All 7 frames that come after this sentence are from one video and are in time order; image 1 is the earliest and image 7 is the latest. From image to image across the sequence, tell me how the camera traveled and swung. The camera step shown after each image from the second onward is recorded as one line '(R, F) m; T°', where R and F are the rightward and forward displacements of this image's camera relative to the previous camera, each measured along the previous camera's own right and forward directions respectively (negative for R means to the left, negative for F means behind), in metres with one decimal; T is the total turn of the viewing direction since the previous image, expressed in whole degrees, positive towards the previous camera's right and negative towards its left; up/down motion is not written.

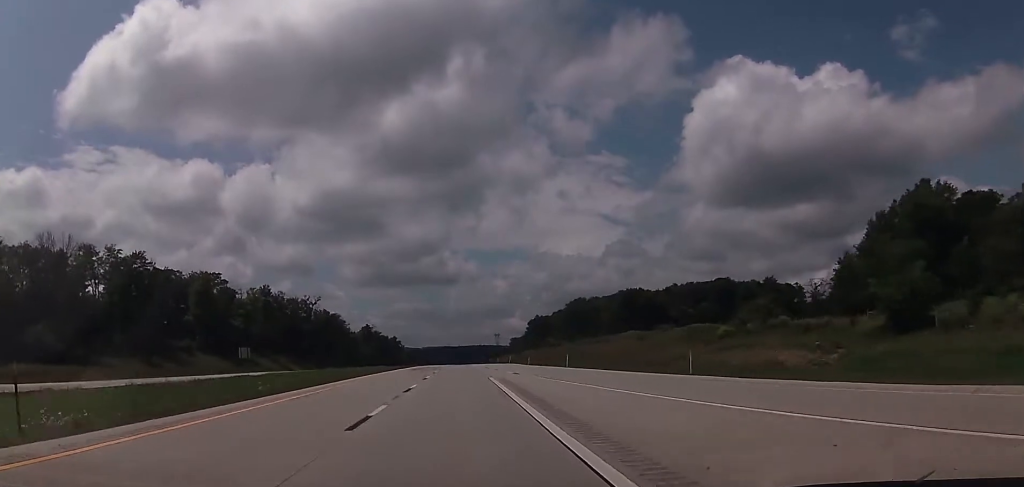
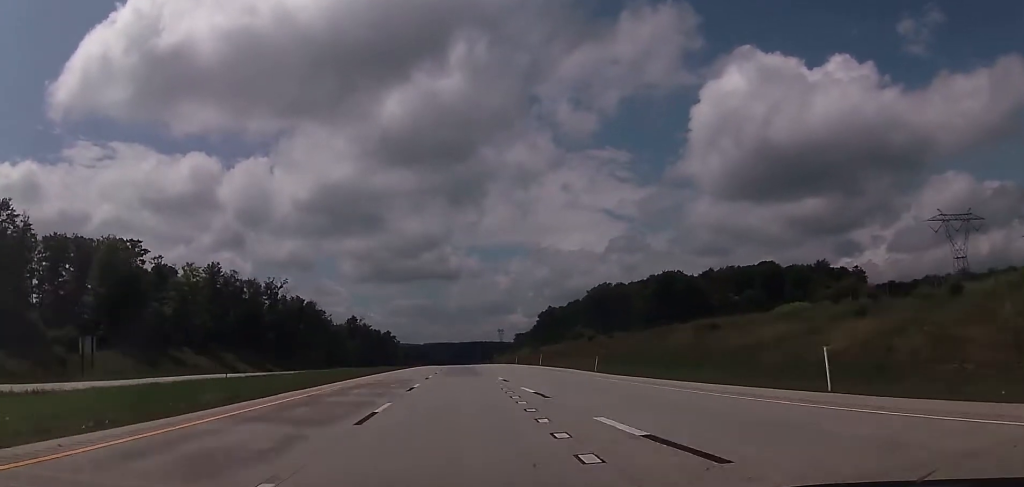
(+0.5, +47.6) m; +1°
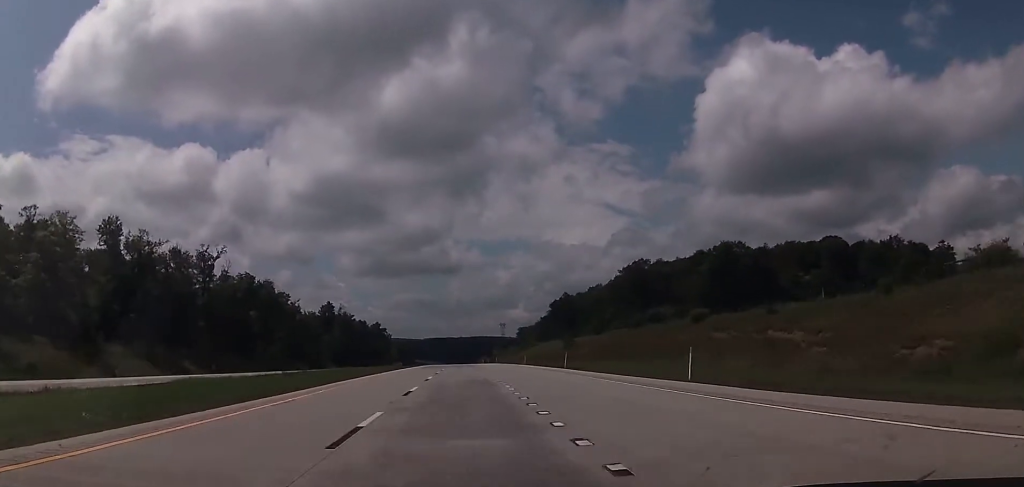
(-0.4, +52.4) m; -1°
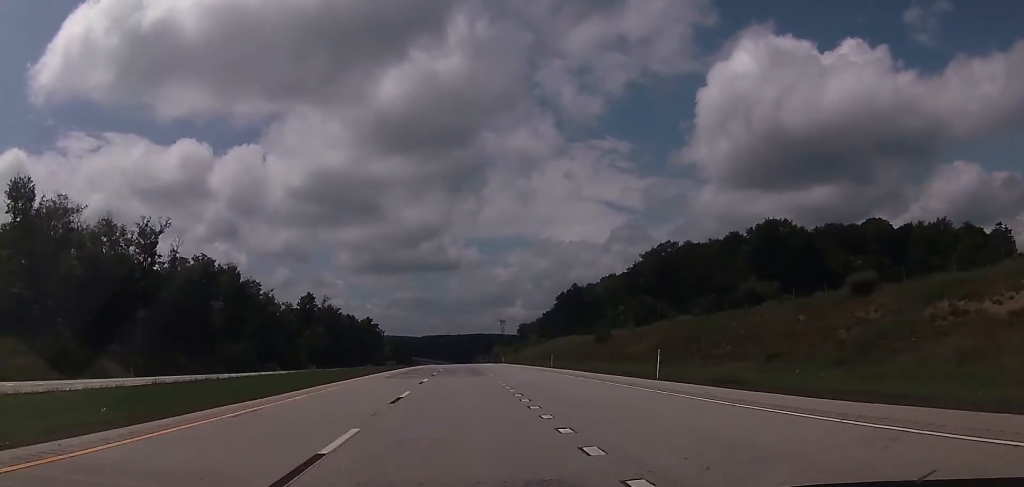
(0.0, +27.9) m; 0°
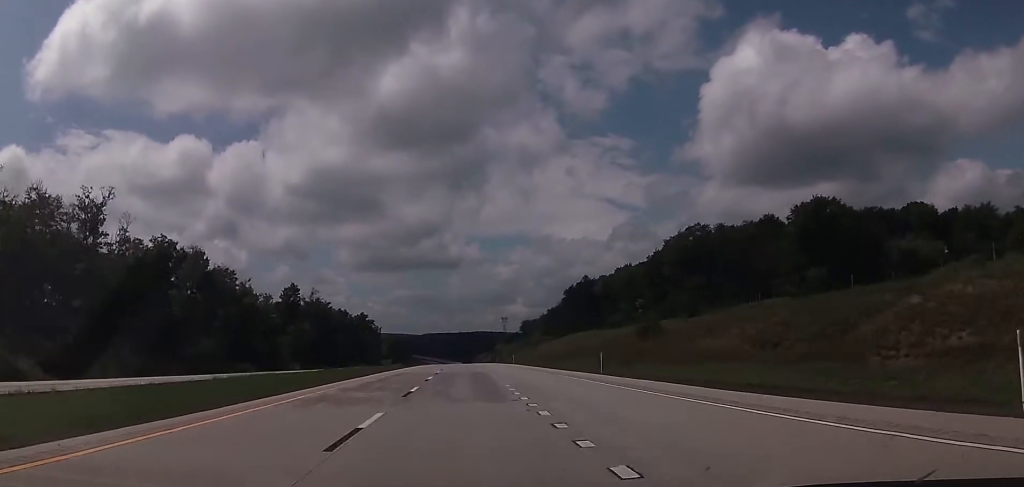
(0.0, +21.1) m; +1°
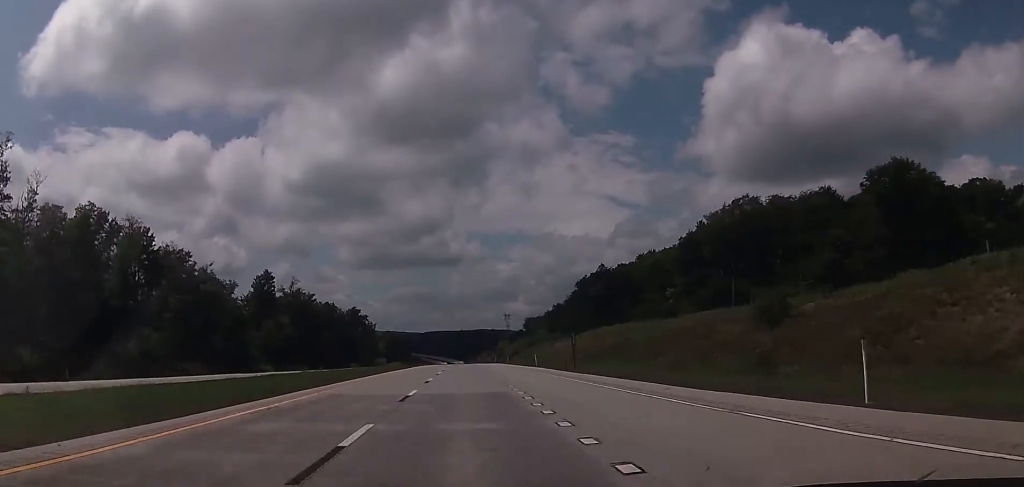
(+0.2, +26.7) m; 0°
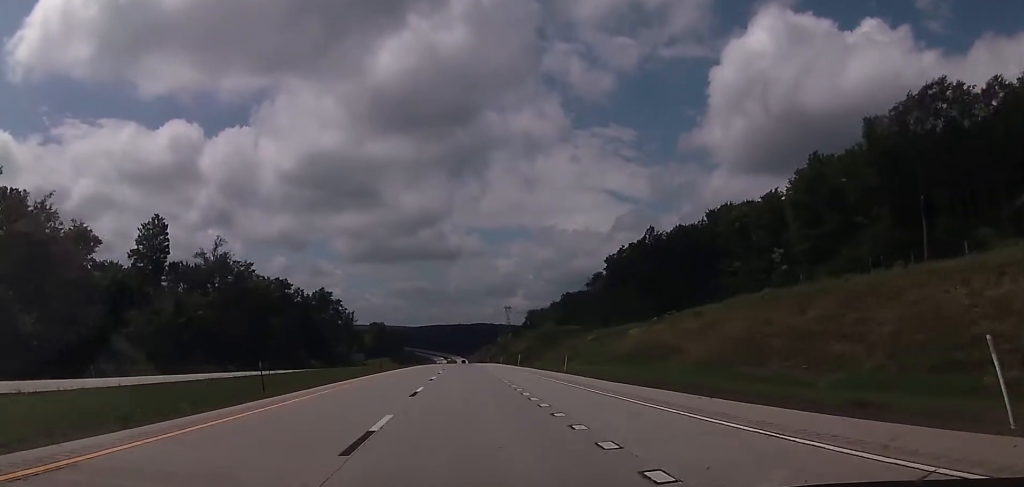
(-0.4, +59.0) m; -1°
